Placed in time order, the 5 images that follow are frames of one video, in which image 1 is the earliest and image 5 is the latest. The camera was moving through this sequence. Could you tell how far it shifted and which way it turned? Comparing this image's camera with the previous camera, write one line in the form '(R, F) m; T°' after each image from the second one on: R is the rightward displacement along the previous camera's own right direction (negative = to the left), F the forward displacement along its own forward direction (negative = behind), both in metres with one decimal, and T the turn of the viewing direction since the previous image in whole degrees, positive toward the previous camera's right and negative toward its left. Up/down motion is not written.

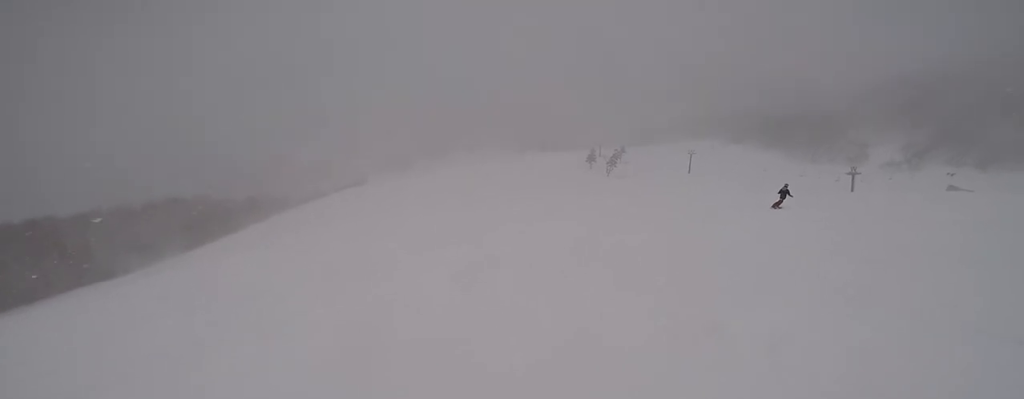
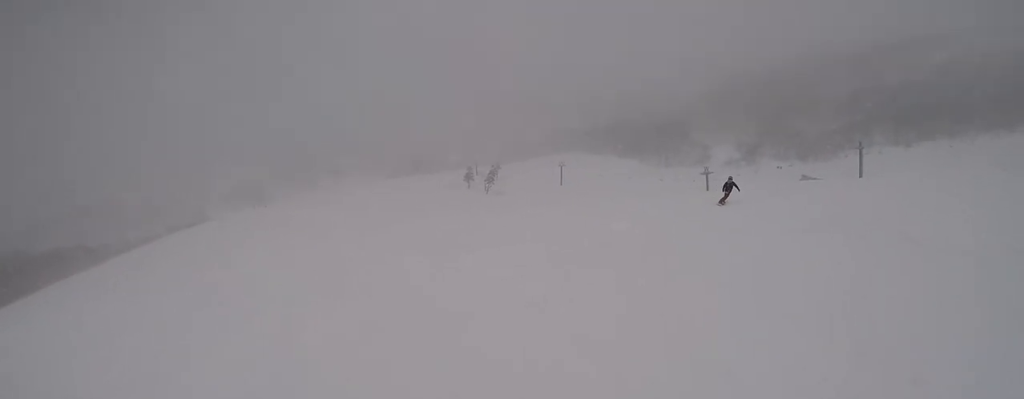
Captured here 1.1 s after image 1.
(+1.0, +6.2) m; +20°
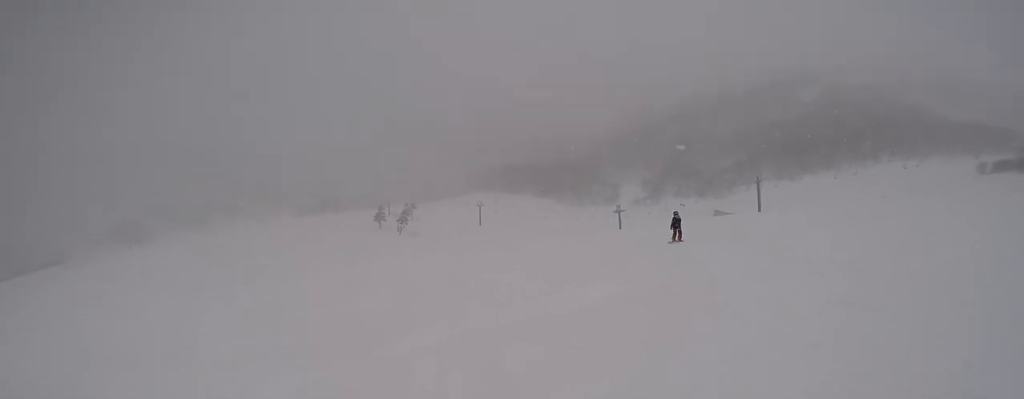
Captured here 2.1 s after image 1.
(+1.0, +5.7) m; +5°
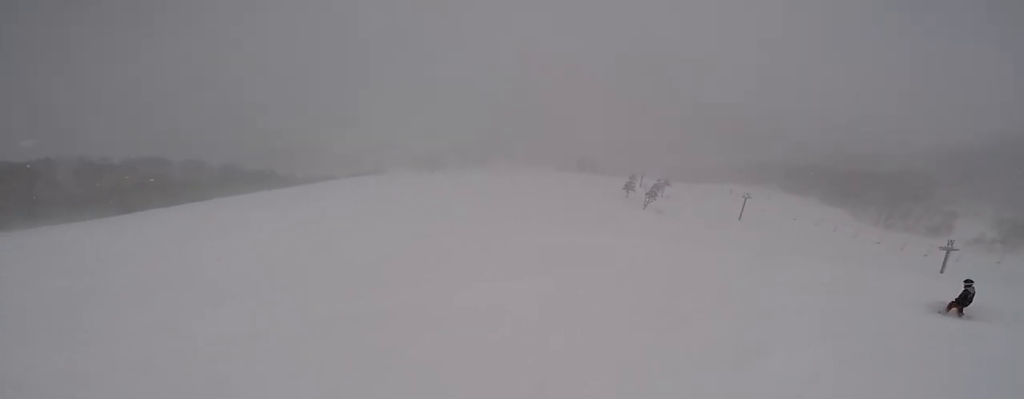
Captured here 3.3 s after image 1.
(-0.6, +7.2) m; -20°
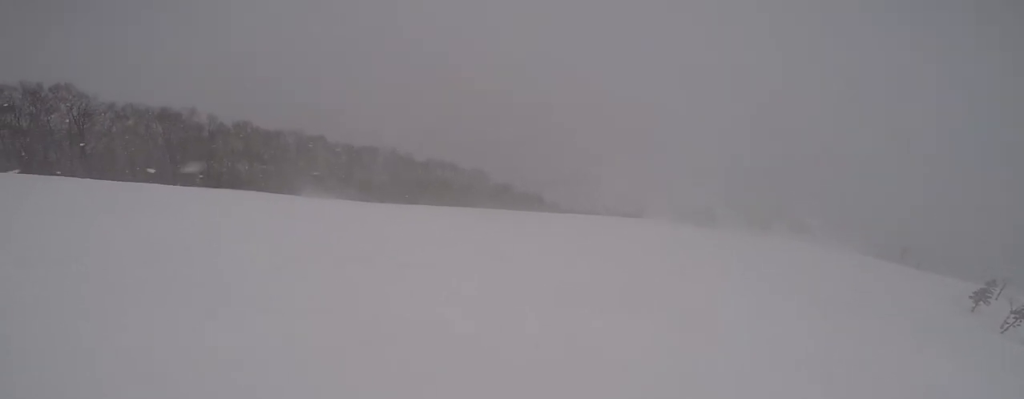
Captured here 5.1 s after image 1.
(-3.8, +11.4) m; -36°
